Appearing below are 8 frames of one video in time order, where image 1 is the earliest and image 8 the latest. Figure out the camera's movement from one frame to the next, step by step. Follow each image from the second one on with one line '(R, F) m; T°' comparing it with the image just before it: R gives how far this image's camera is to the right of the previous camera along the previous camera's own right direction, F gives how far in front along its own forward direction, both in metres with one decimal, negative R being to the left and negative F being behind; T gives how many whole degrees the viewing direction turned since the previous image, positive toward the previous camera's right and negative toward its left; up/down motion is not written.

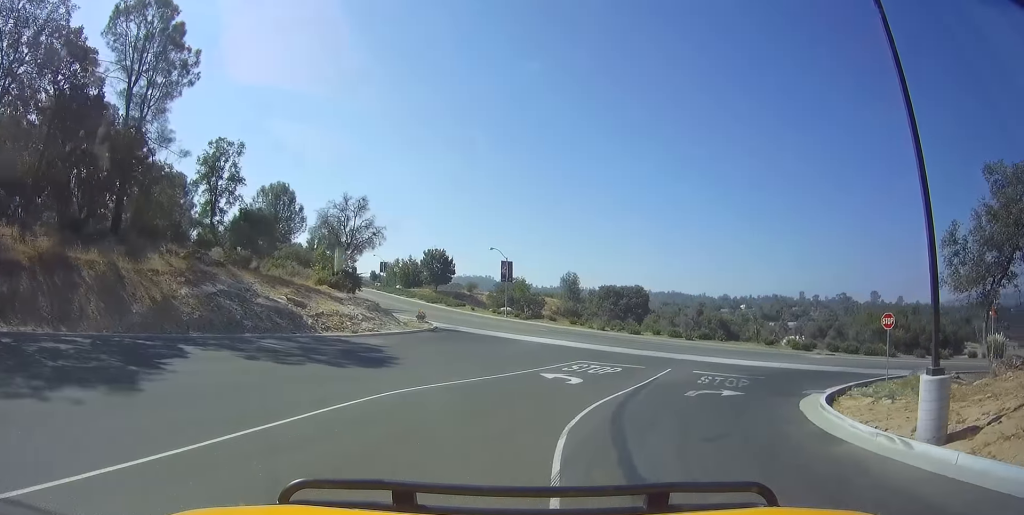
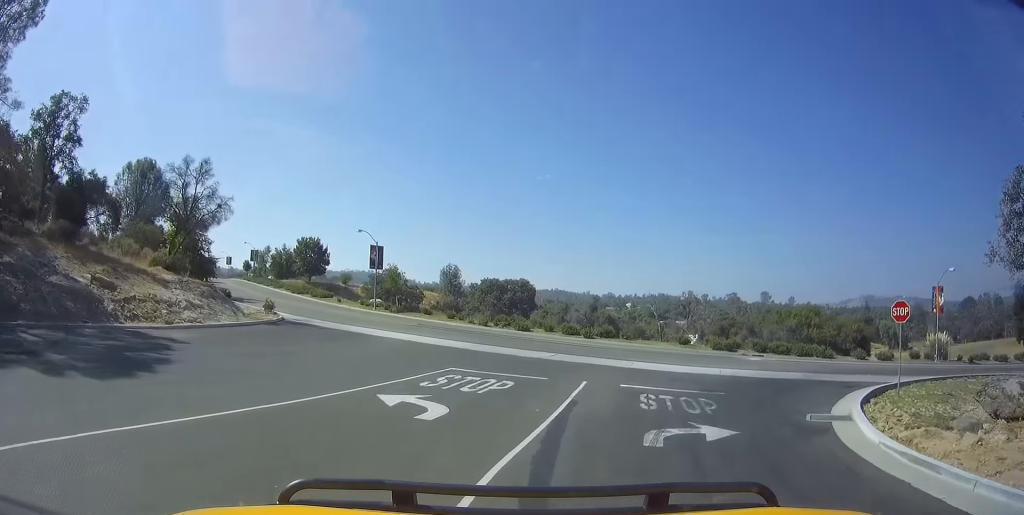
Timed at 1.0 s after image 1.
(+0.2, +6.9) m; +16°
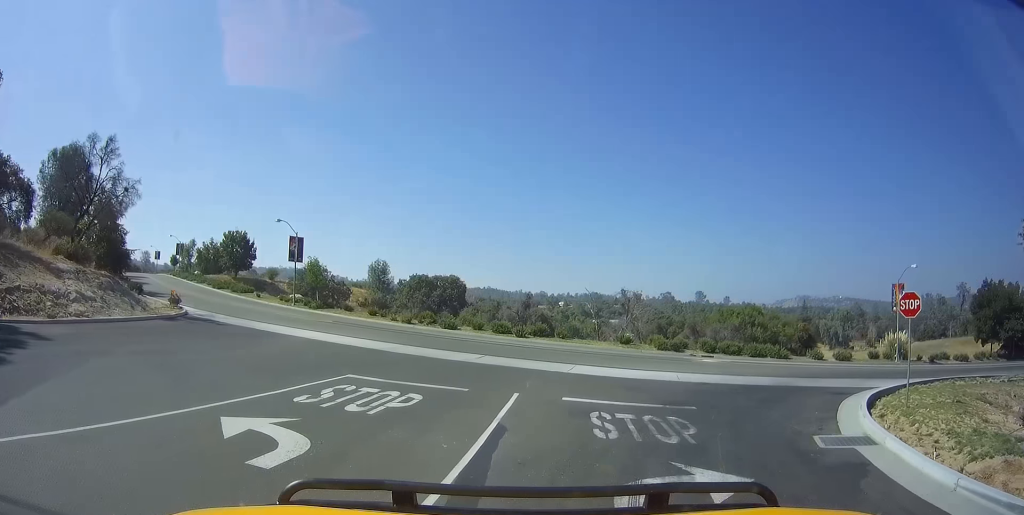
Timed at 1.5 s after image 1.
(+0.8, +2.8) m; +11°
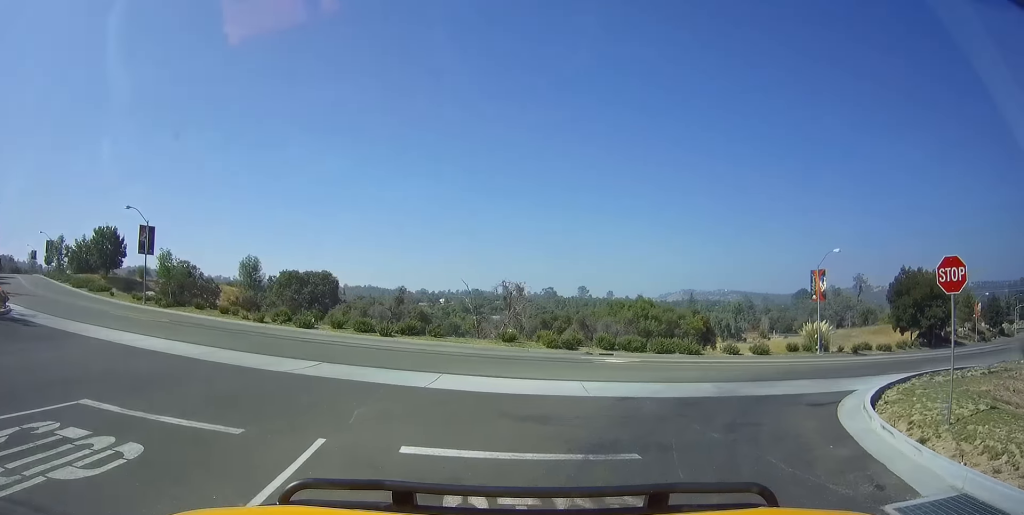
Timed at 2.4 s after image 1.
(+0.9, +4.8) m; +15°
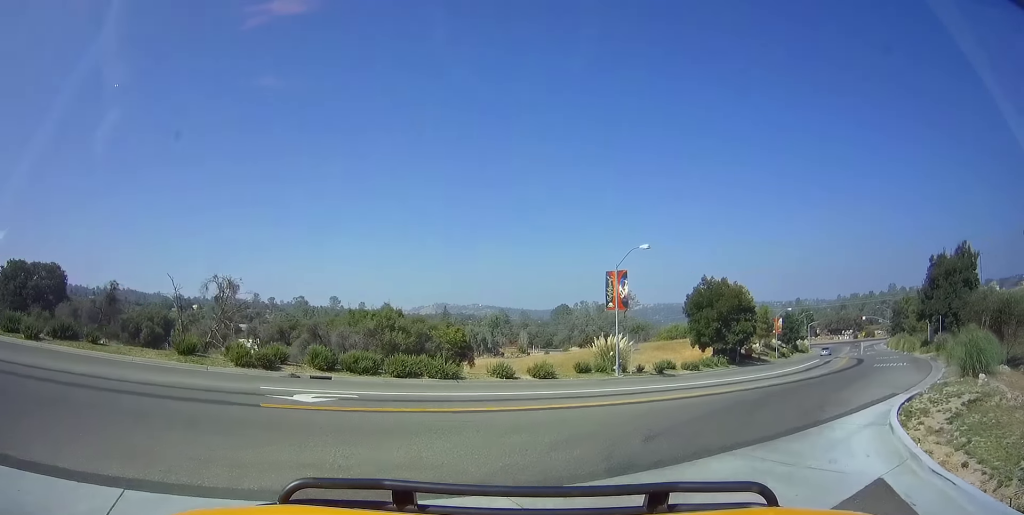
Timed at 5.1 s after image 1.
(+2.4, +10.1) m; +30°
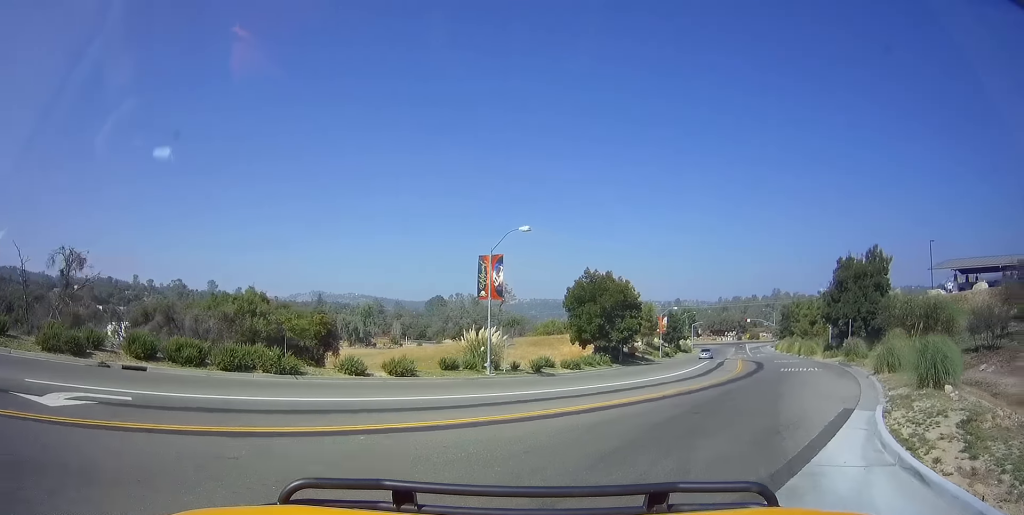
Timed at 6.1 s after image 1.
(+0.4, +4.4) m; +8°
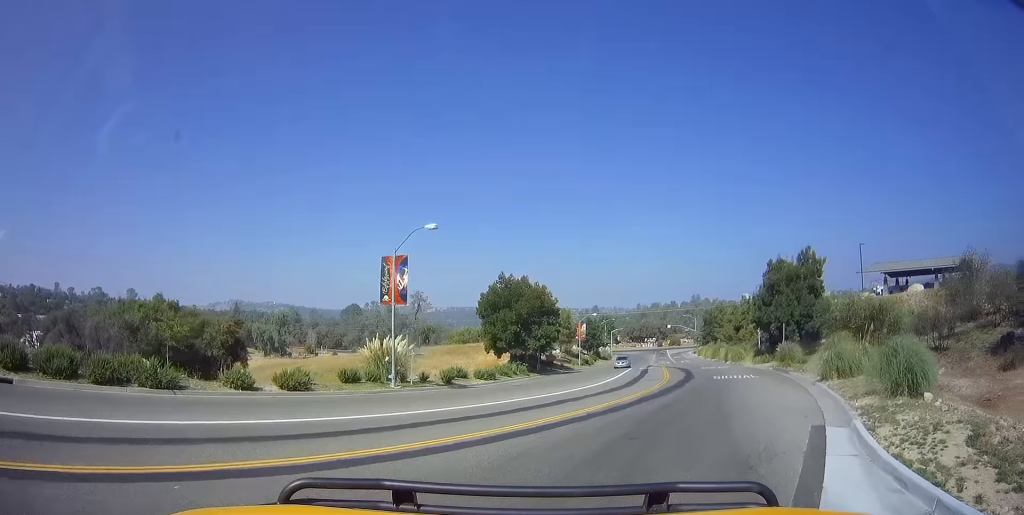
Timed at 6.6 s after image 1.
(0.0, +2.7) m; +7°
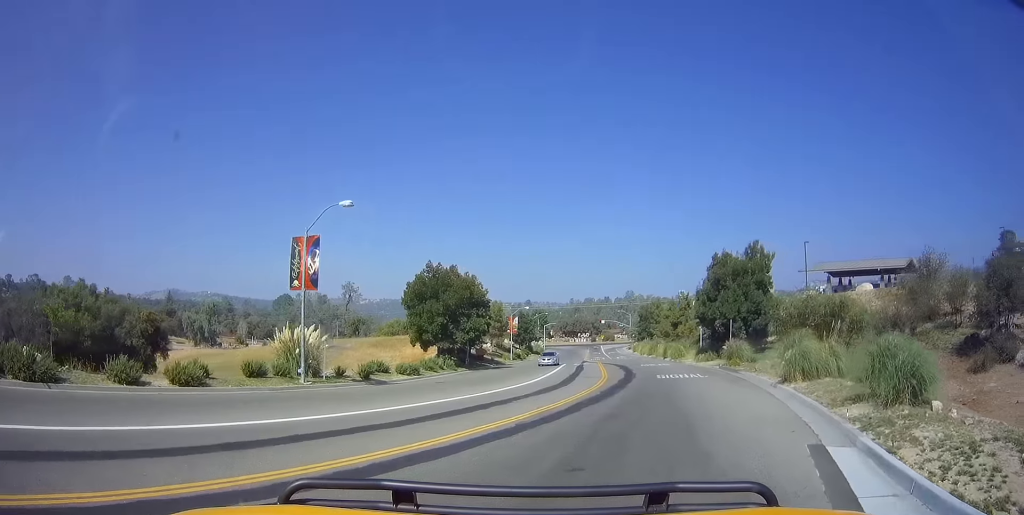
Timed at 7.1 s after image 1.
(-0.1, +2.7) m; +6°
